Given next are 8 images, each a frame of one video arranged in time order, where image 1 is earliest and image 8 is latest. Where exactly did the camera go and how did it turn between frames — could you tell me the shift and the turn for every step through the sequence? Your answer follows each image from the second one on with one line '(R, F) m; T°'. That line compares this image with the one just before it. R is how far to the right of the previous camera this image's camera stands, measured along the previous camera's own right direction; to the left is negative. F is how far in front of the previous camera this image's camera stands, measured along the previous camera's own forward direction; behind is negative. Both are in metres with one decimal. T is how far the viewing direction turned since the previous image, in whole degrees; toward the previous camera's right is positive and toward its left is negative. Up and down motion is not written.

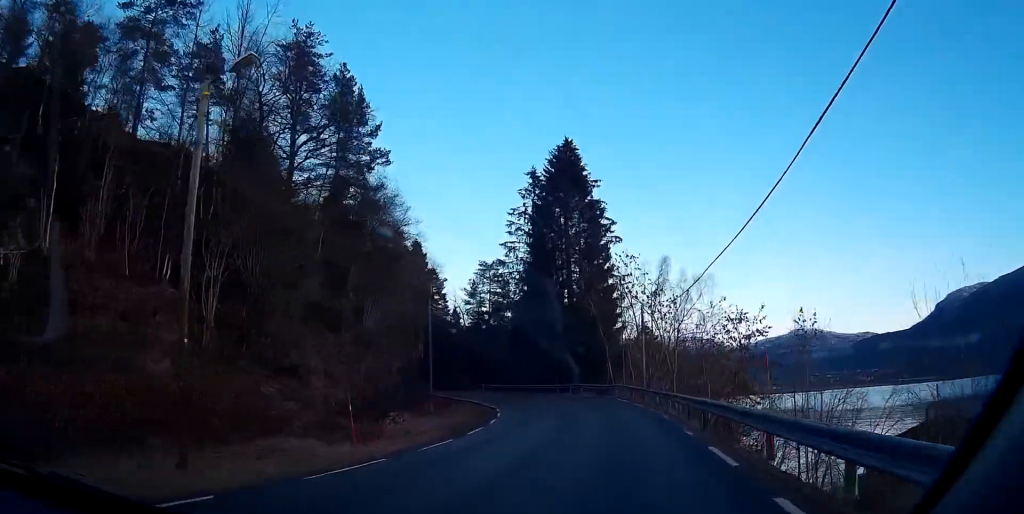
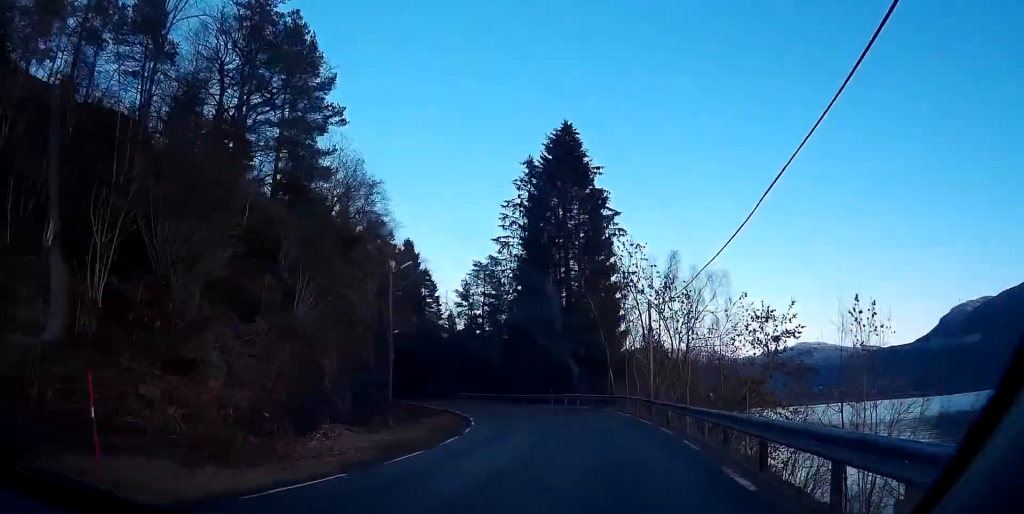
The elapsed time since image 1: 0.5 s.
(0.0, +7.7) m; 0°
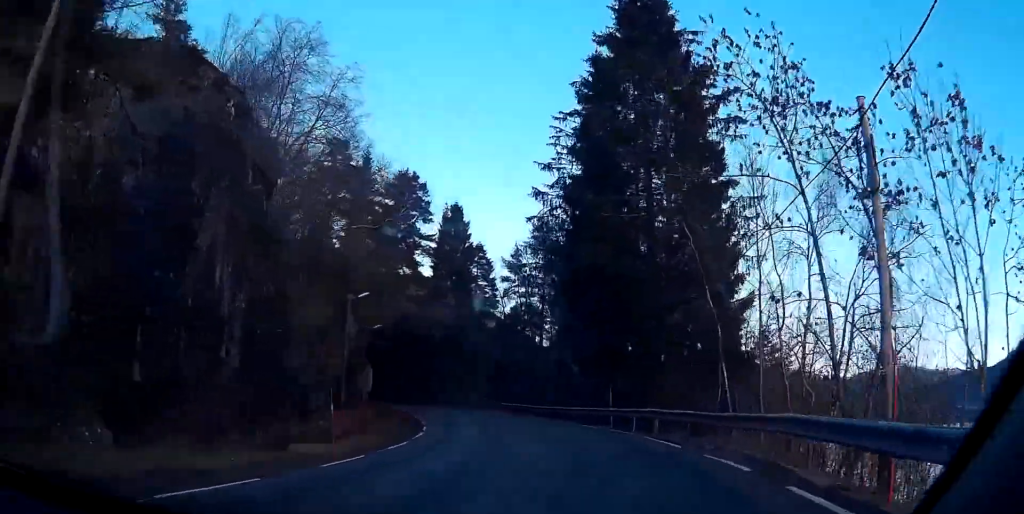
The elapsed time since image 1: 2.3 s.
(0.0, +27.5) m; 0°
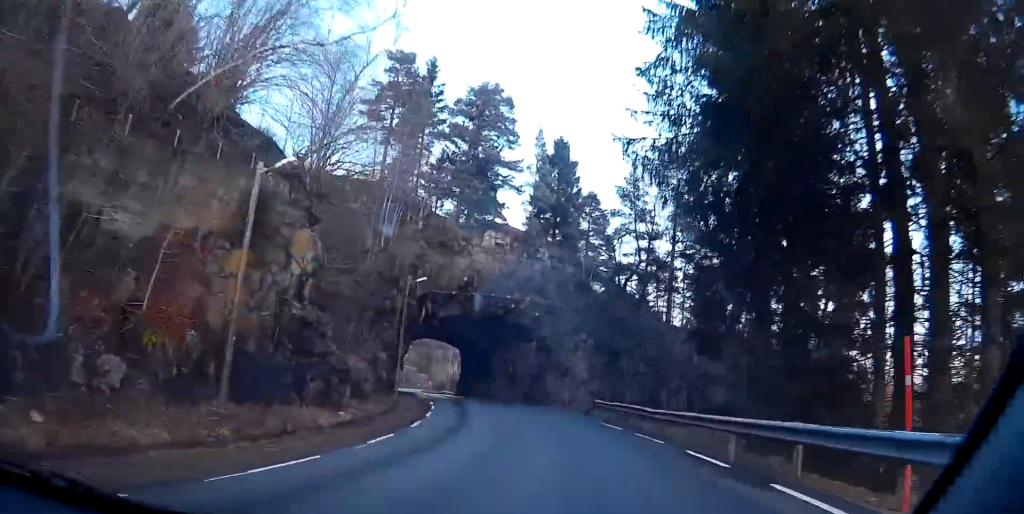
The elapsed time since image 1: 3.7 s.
(0.0, +24.1) m; 0°
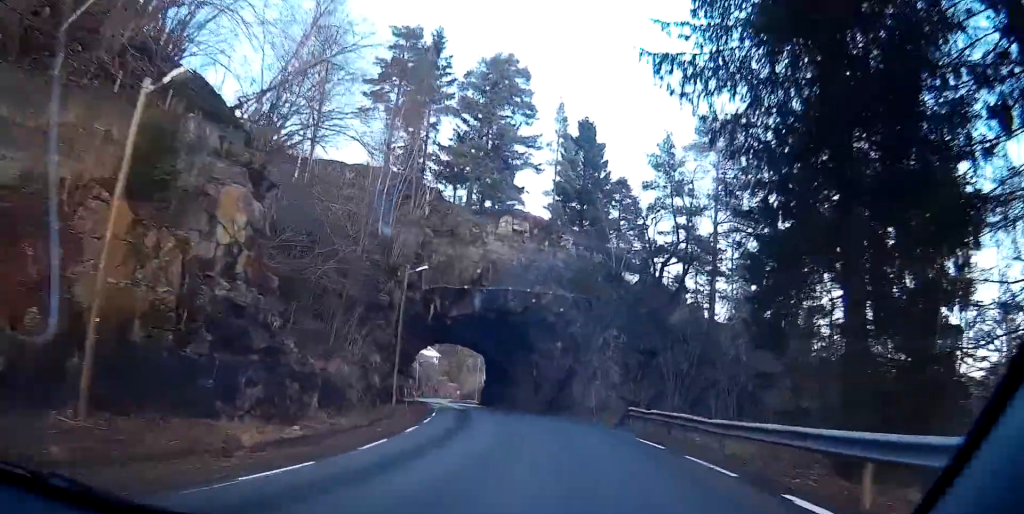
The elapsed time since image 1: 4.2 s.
(0.0, +7.2) m; 0°
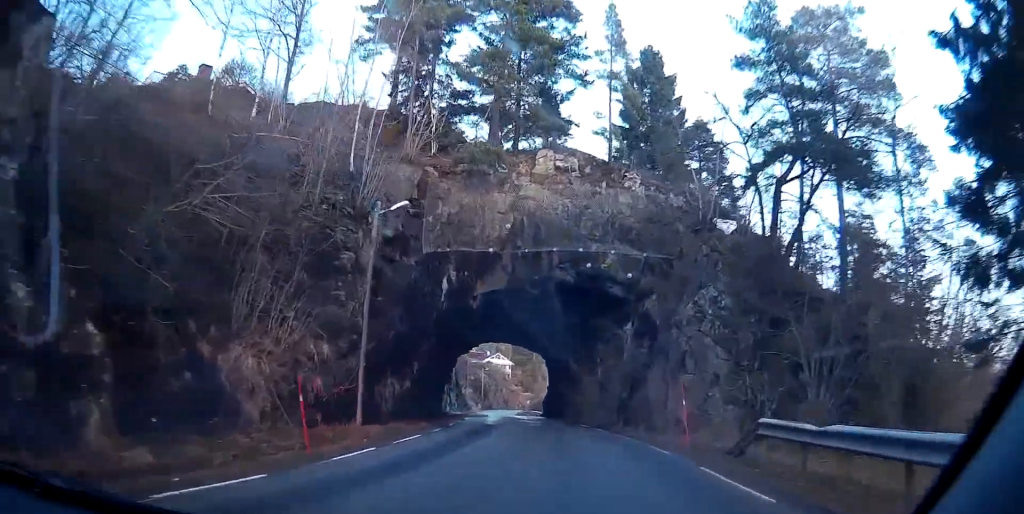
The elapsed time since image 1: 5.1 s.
(0.0, +14.7) m; 0°
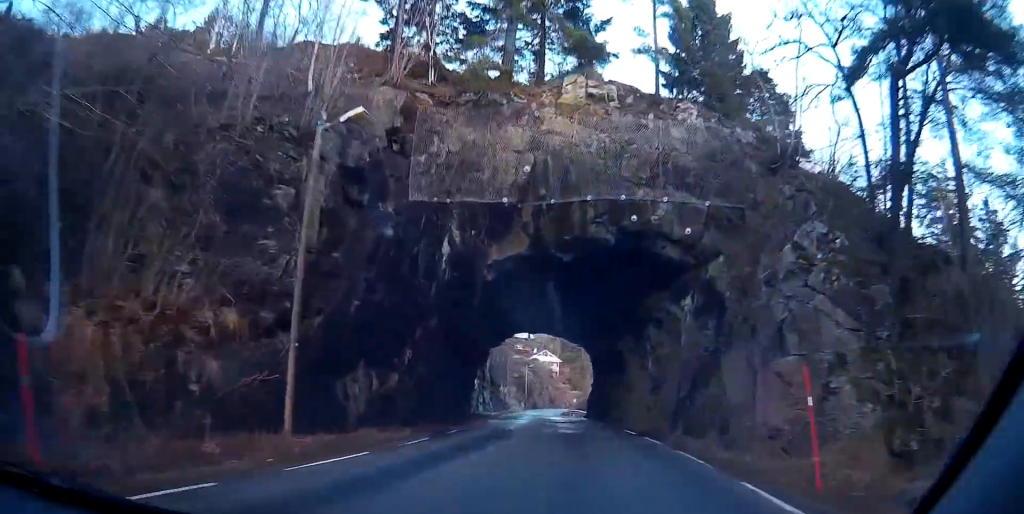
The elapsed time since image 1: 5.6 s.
(0.0, +8.2) m; 0°
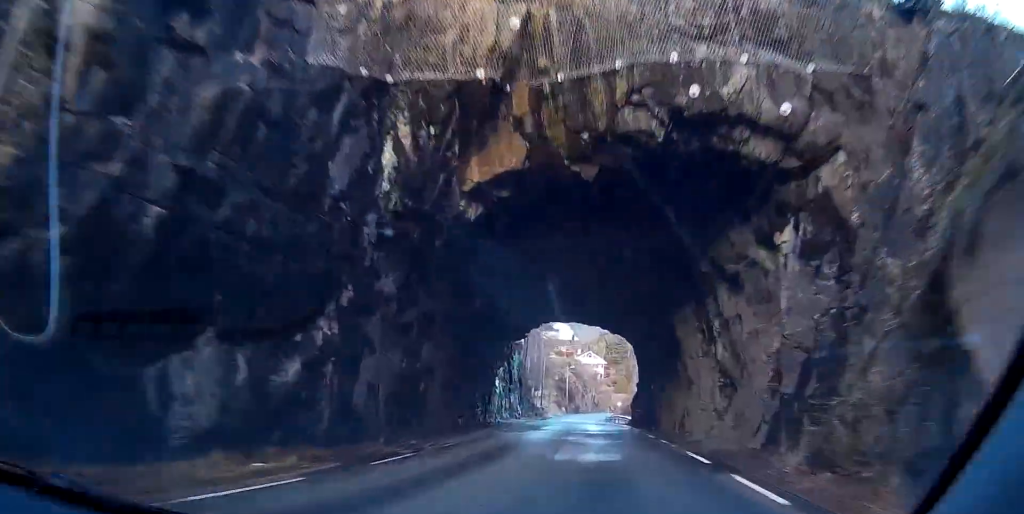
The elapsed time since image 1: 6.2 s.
(0.0, +10.3) m; 0°
